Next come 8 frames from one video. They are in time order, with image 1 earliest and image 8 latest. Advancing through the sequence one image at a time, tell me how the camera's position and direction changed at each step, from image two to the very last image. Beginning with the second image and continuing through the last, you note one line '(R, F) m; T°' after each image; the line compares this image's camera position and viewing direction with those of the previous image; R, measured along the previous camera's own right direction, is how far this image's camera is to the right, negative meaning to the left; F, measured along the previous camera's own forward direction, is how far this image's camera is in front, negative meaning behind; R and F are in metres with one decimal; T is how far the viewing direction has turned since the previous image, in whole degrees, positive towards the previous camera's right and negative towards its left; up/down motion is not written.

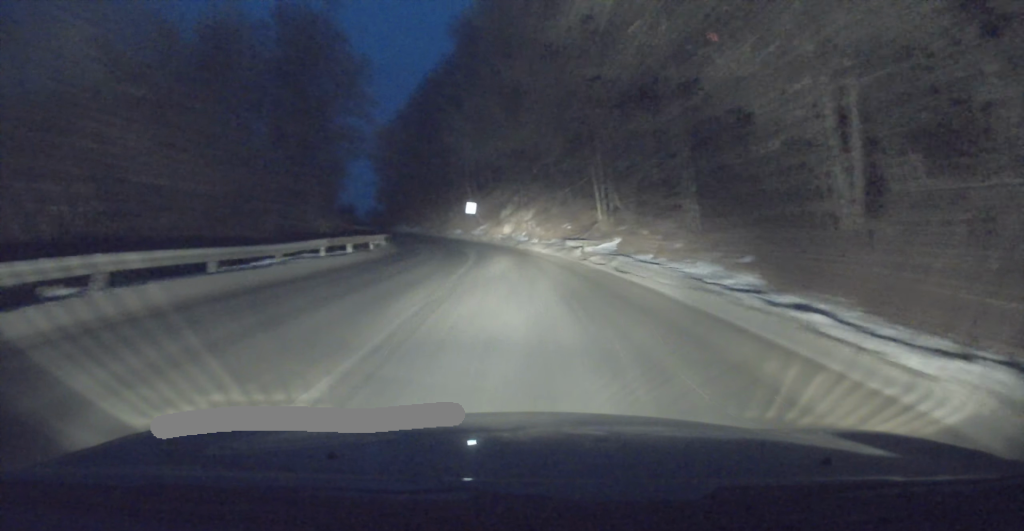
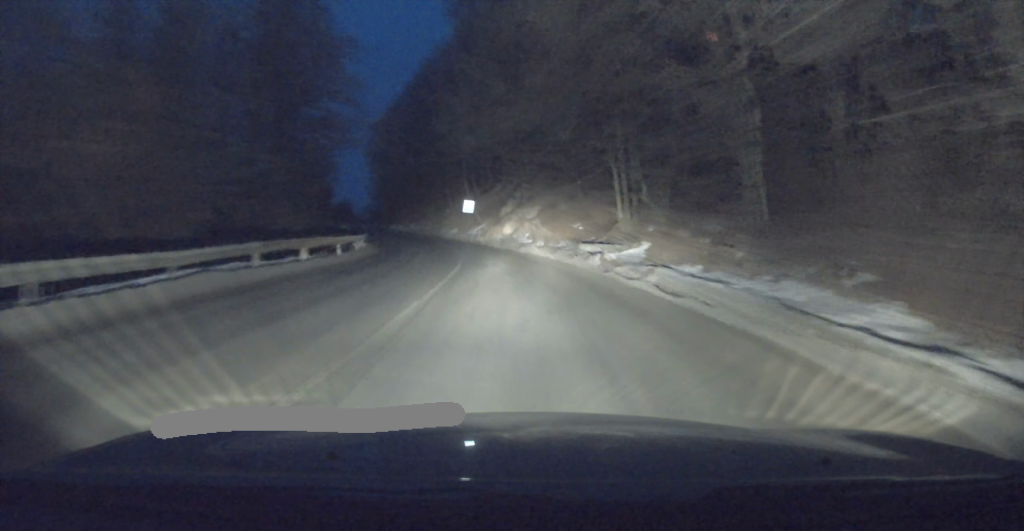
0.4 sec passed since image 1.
(0.0, +5.2) m; 0°
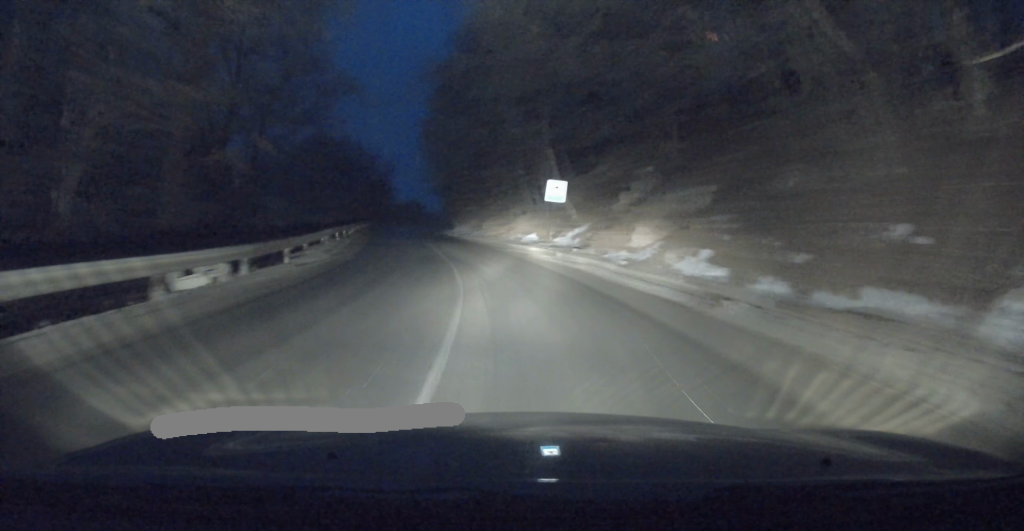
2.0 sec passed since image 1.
(-1.1, +22.3) m; -7°
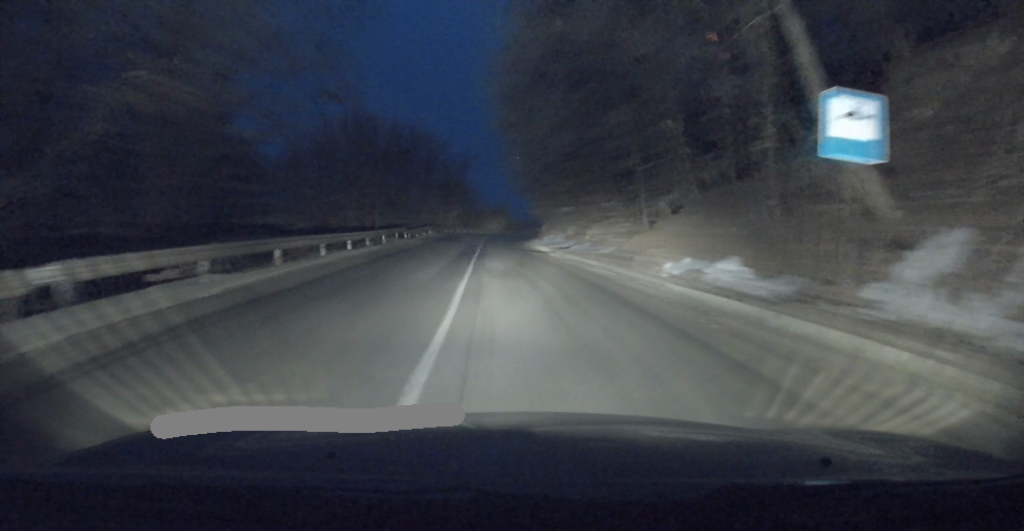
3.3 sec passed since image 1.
(-1.1, +19.1) m; -6°
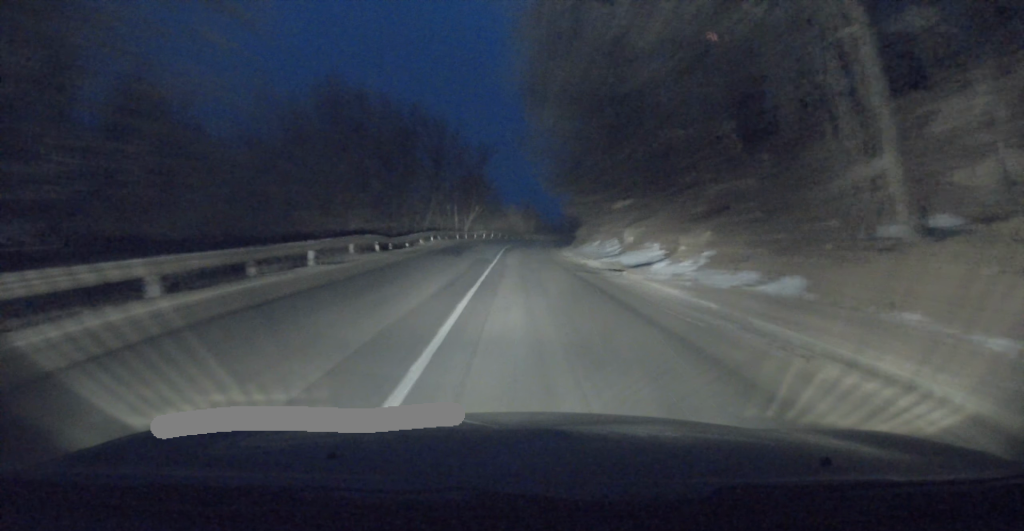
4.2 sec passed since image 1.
(-0.4, +14.0) m; -3°
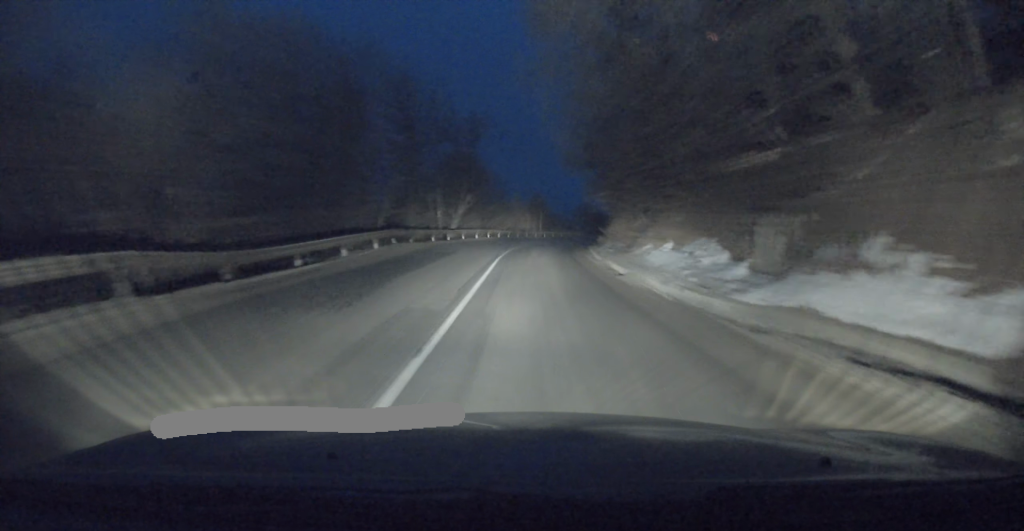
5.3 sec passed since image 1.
(-0.3, +16.6) m; 0°
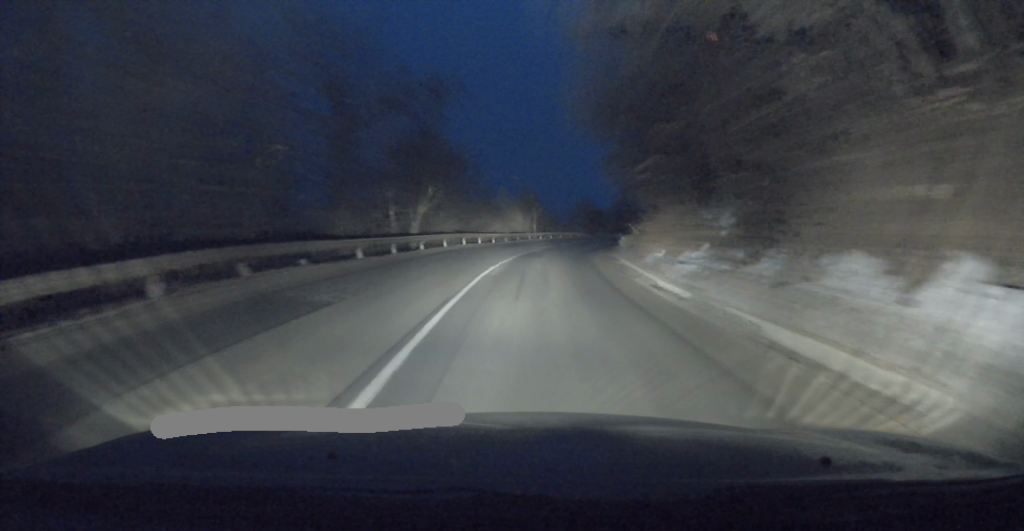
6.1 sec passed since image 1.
(+0.4, +14.1) m; +2°
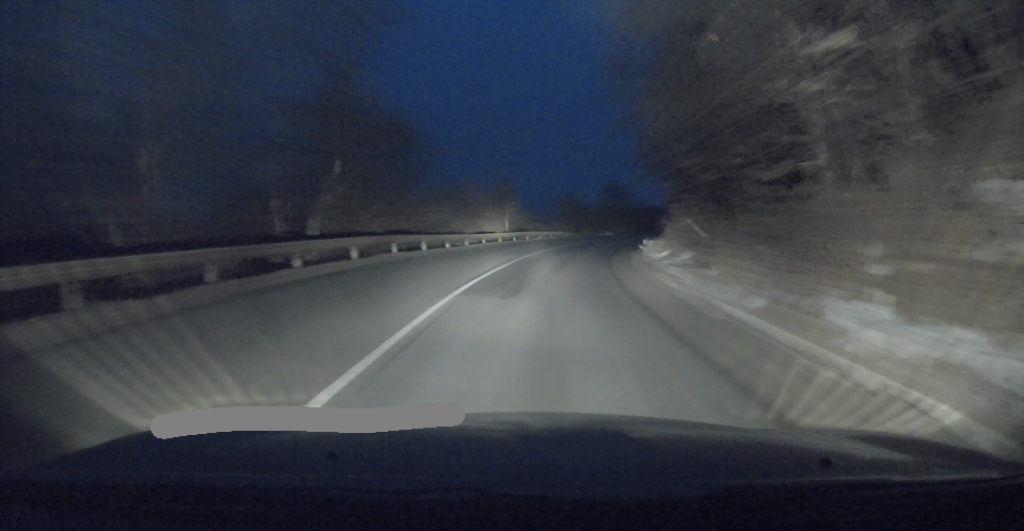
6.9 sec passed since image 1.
(+0.2, +13.1) m; +1°
